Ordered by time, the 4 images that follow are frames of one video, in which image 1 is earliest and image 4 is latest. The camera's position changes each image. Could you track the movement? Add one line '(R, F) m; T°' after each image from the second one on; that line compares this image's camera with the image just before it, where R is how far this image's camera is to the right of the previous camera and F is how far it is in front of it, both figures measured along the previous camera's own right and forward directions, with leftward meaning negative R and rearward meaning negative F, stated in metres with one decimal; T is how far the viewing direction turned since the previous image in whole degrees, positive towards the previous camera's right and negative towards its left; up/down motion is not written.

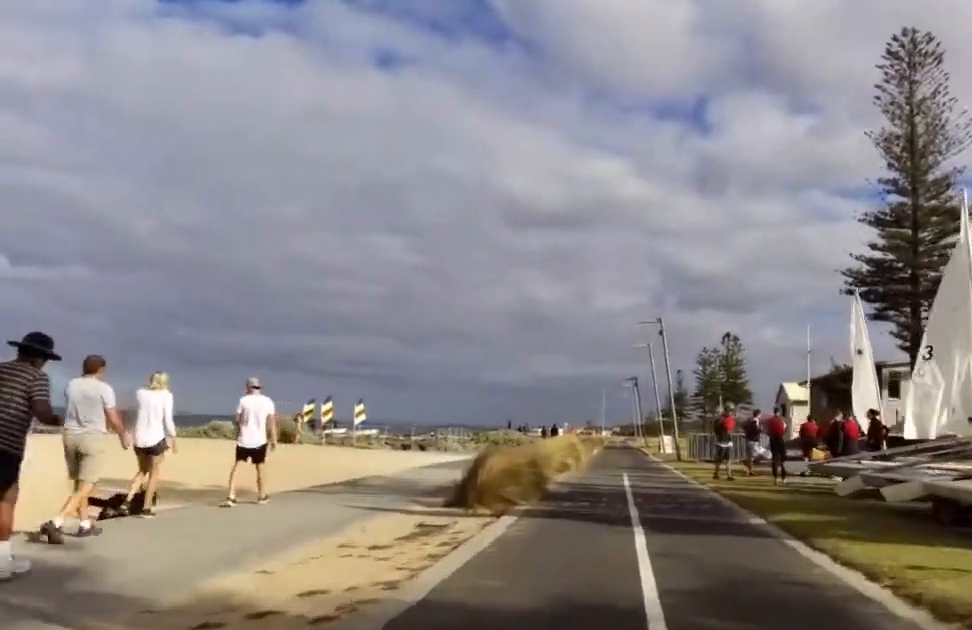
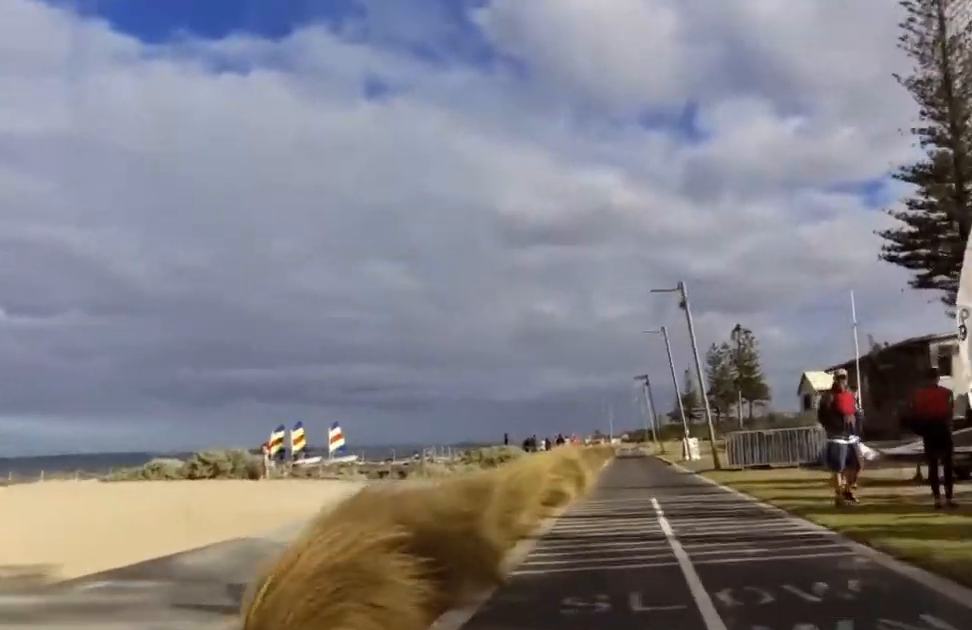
(+0.5, +7.7) m; +5°
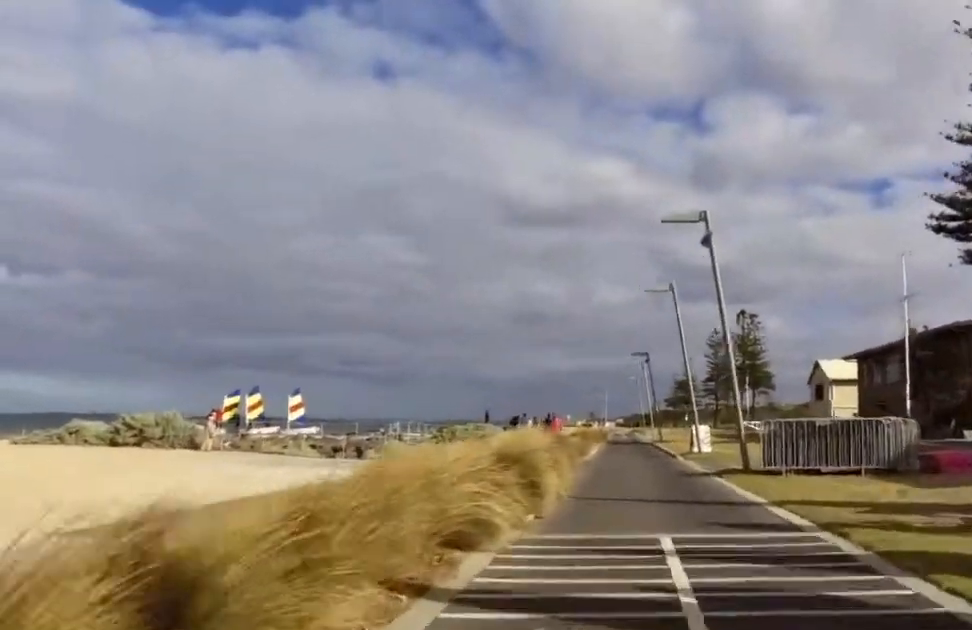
(-0.1, +6.3) m; -6°
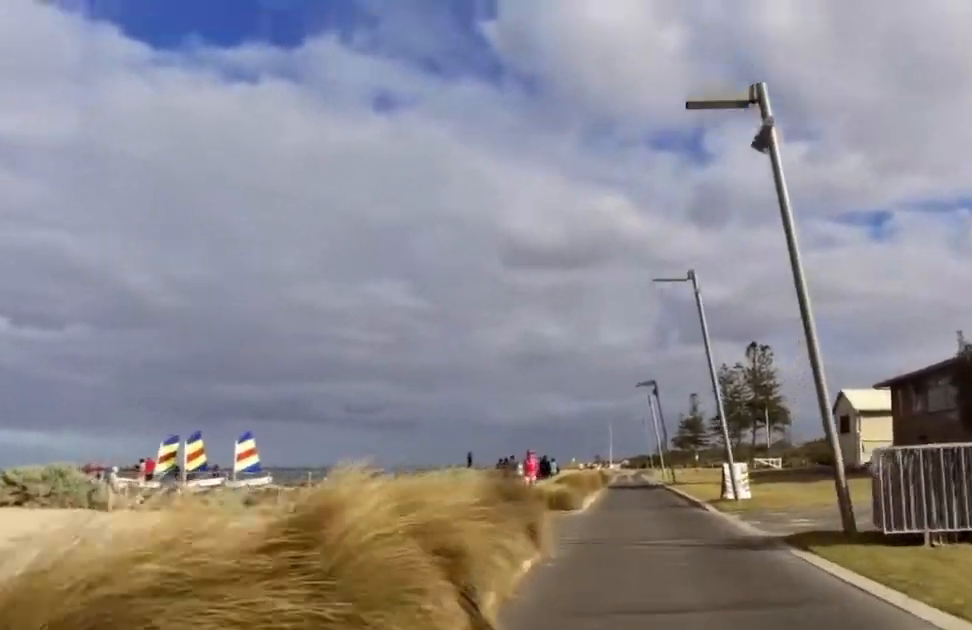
(-0.3, +6.9) m; +3°
